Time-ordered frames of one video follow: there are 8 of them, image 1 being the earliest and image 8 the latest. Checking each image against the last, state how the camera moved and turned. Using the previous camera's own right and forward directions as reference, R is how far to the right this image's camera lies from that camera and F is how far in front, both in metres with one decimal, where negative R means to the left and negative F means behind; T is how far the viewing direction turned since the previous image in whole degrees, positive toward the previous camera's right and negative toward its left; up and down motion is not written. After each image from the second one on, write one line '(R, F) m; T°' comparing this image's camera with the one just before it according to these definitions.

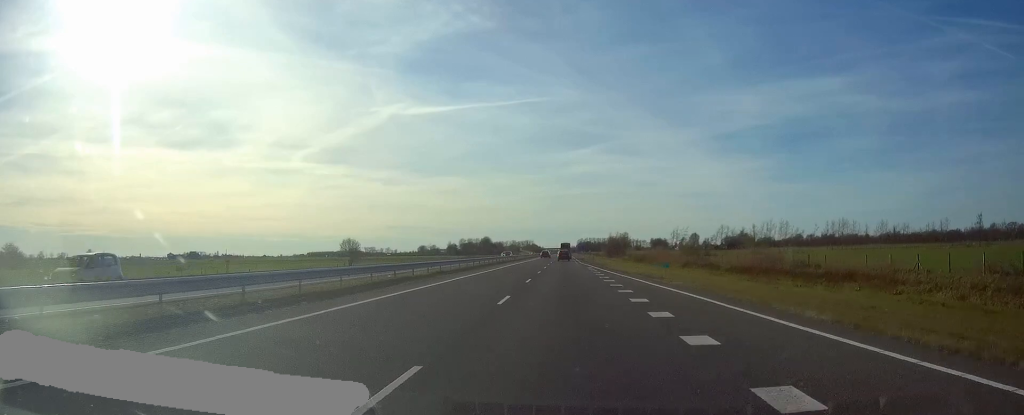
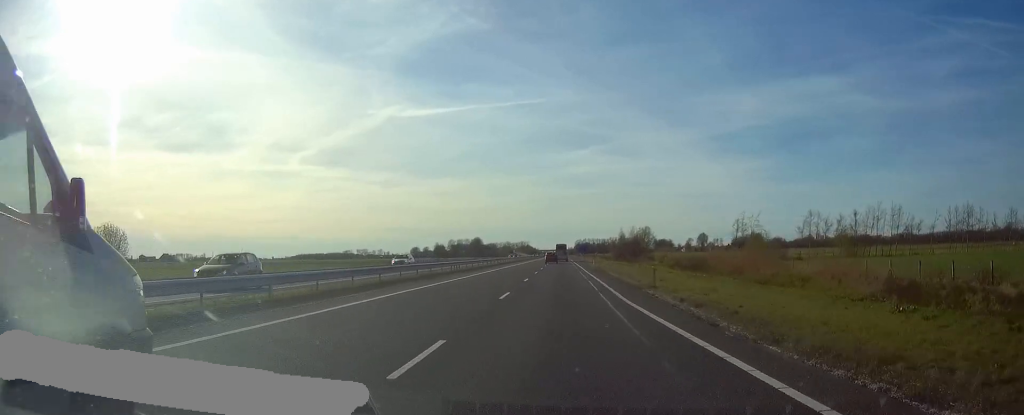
(0.0, +57.1) m; 0°
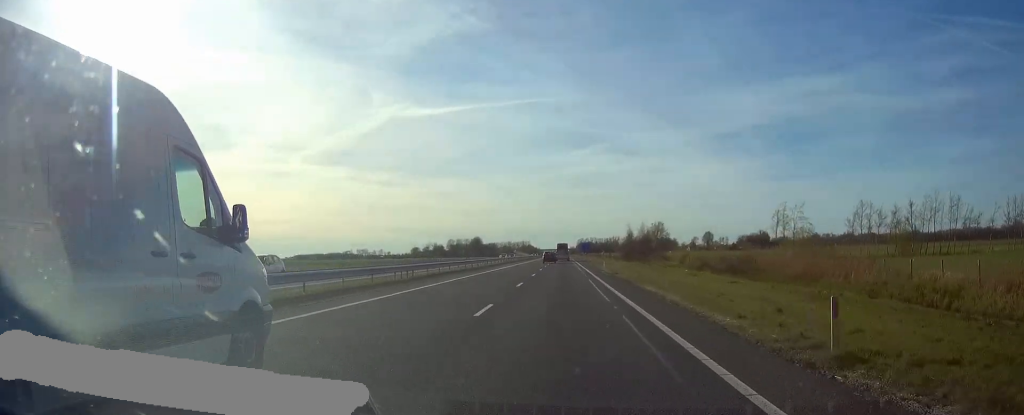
(0.0, +17.4) m; 0°
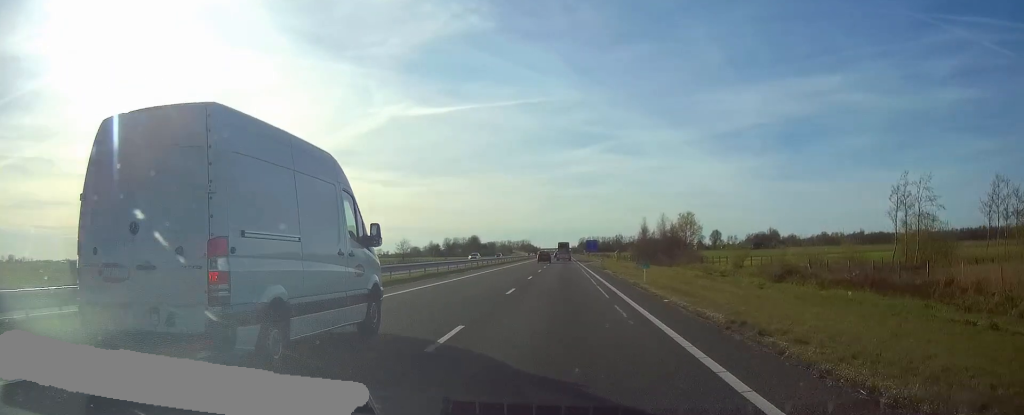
(0.0, +28.9) m; 0°
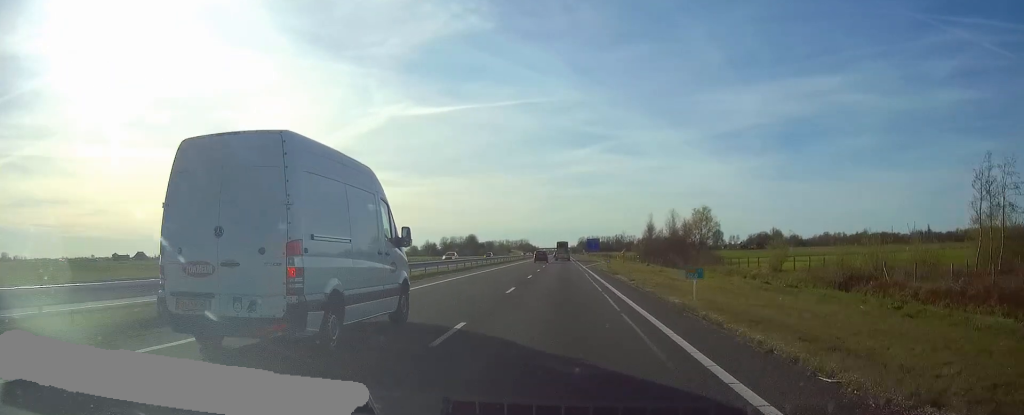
(0.0, +12.6) m; 0°
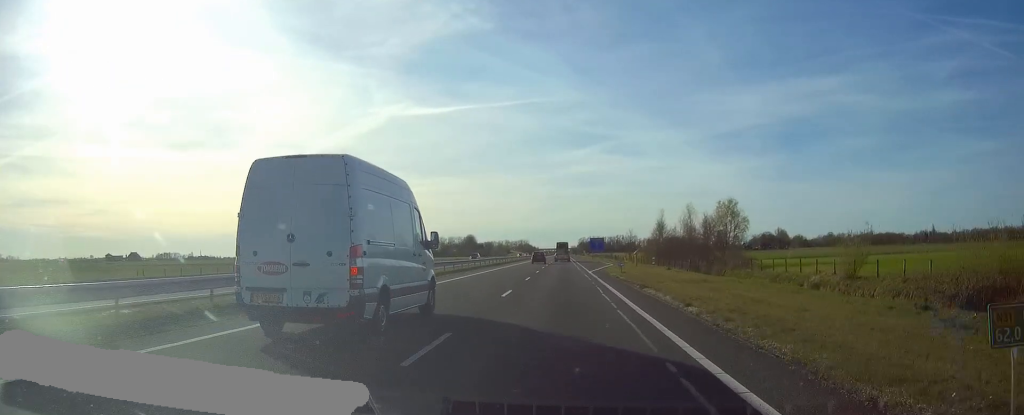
(0.0, +12.6) m; 0°
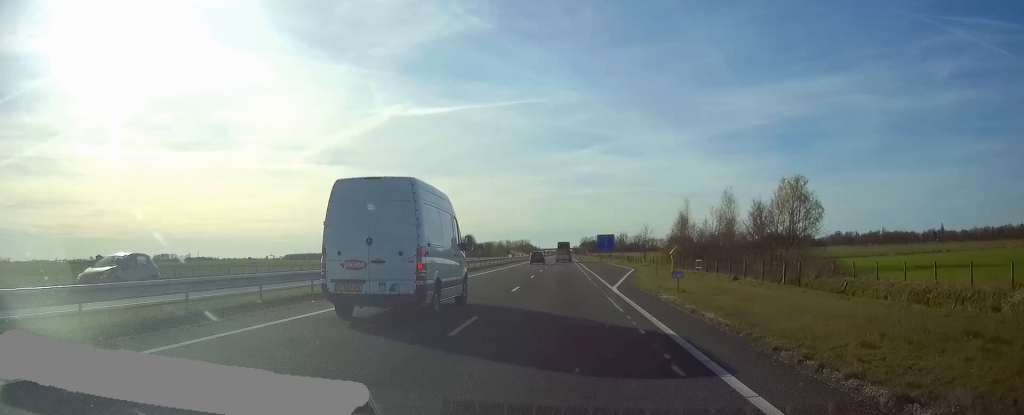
(0.0, +22.3) m; 0°
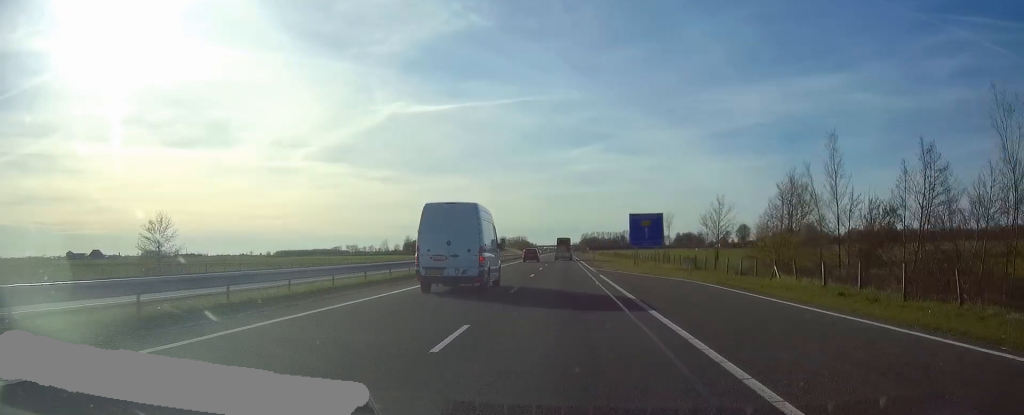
(0.0, +49.1) m; 0°
